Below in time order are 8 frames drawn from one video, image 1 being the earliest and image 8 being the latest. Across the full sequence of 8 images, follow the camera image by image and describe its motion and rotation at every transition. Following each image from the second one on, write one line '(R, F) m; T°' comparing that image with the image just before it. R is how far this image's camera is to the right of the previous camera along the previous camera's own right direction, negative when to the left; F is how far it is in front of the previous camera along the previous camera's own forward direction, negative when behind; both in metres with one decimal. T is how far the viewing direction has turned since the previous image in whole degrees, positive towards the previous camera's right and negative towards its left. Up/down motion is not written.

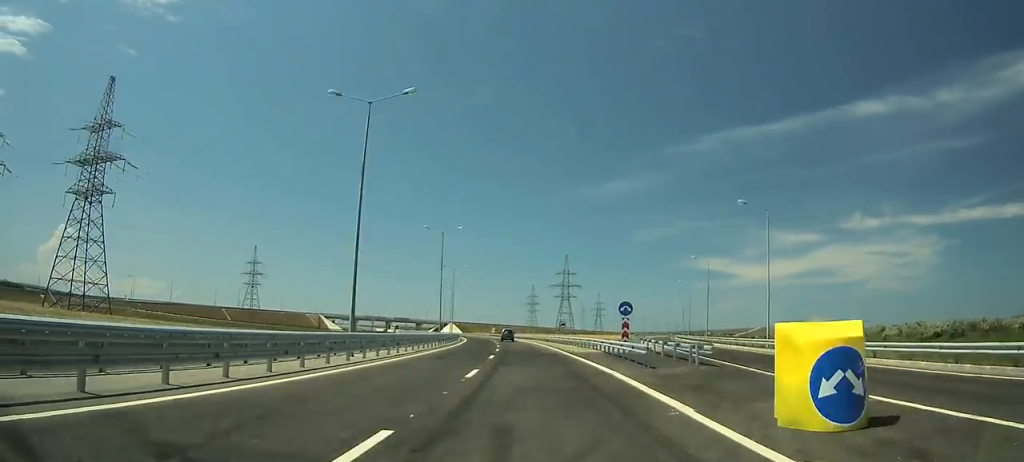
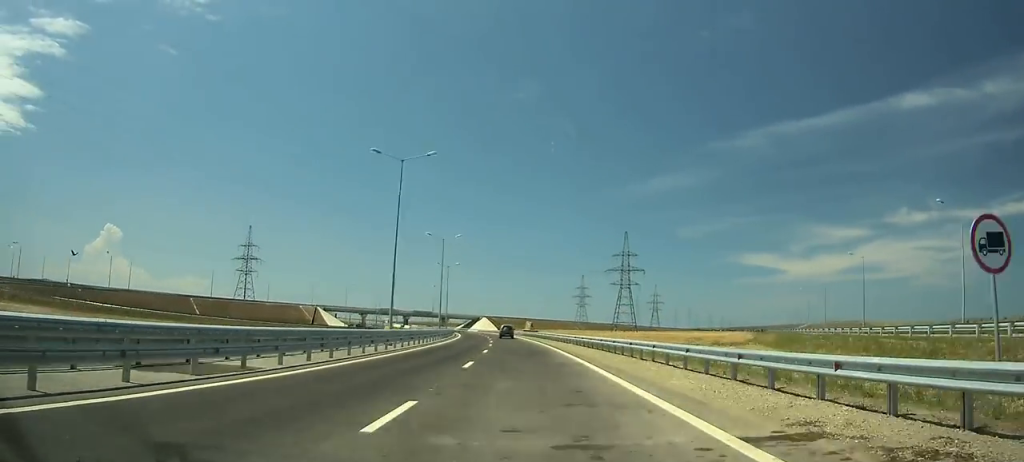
(-2.4, +68.9) m; -4°
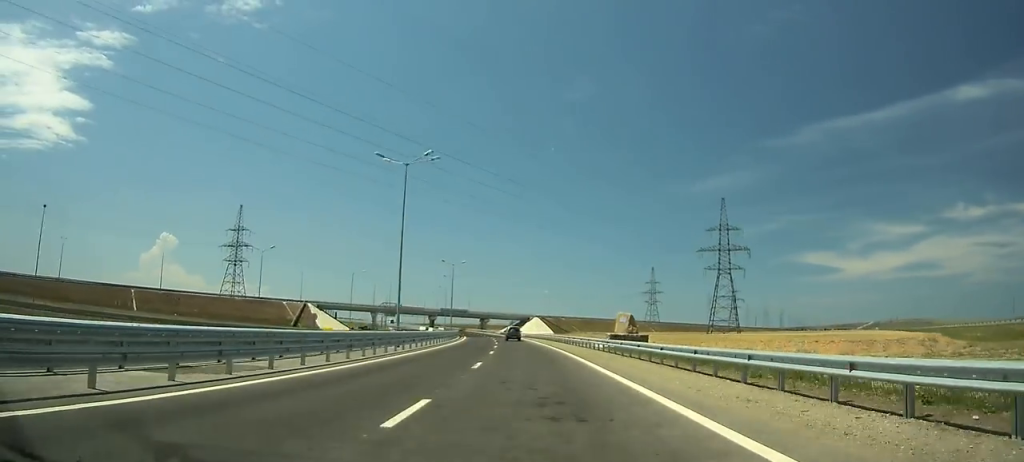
(-3.1, +71.1) m; -5°
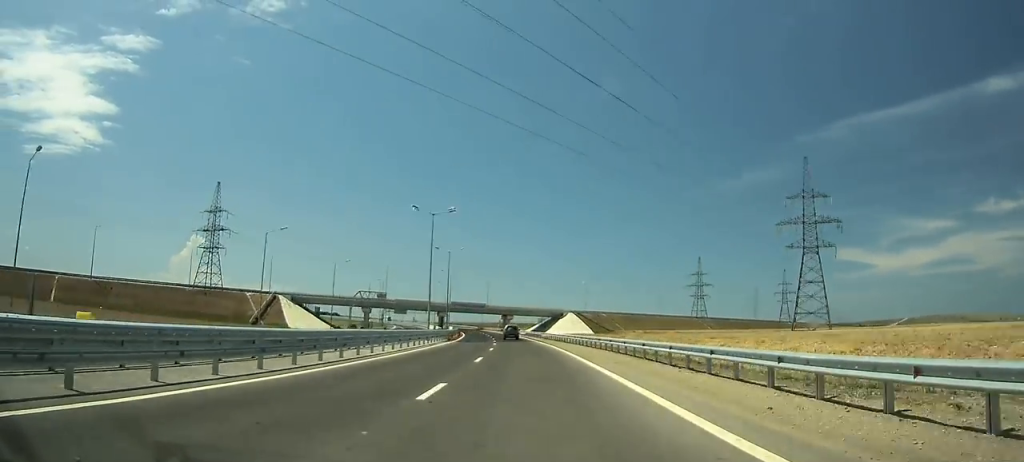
(-1.3, +44.6) m; -3°
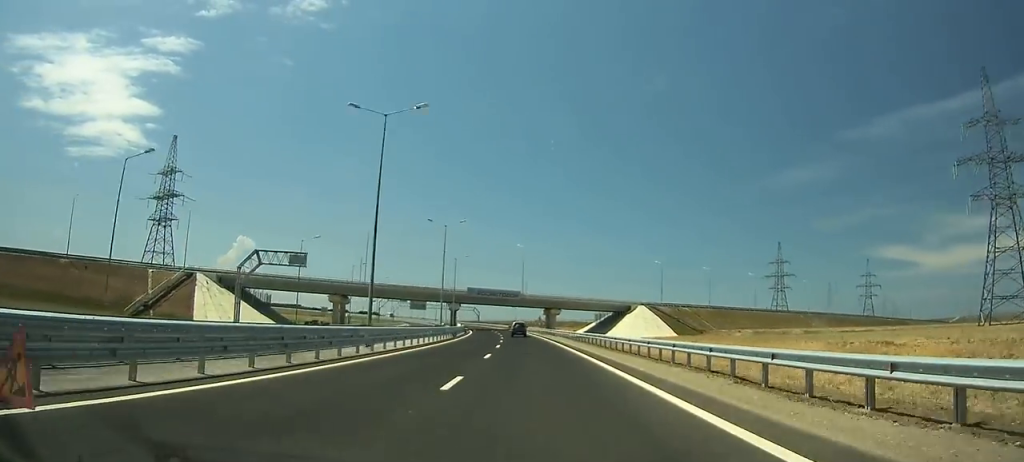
(-2.0, +57.7) m; -4°
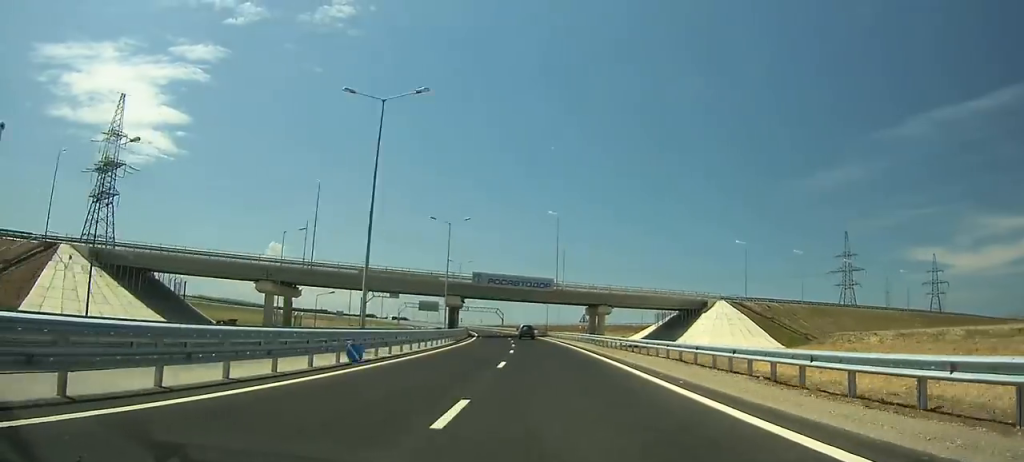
(-1.0, +39.9) m; -3°
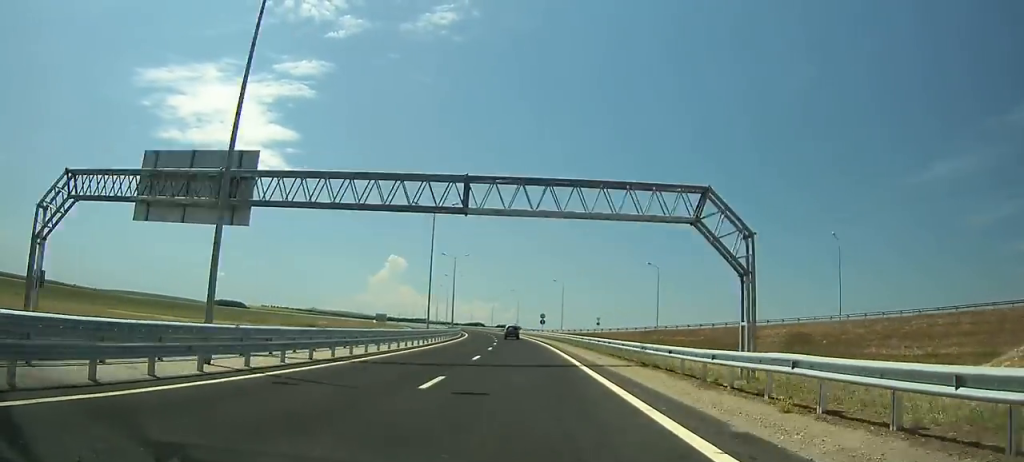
(-17.6, +161.8) m; -13°
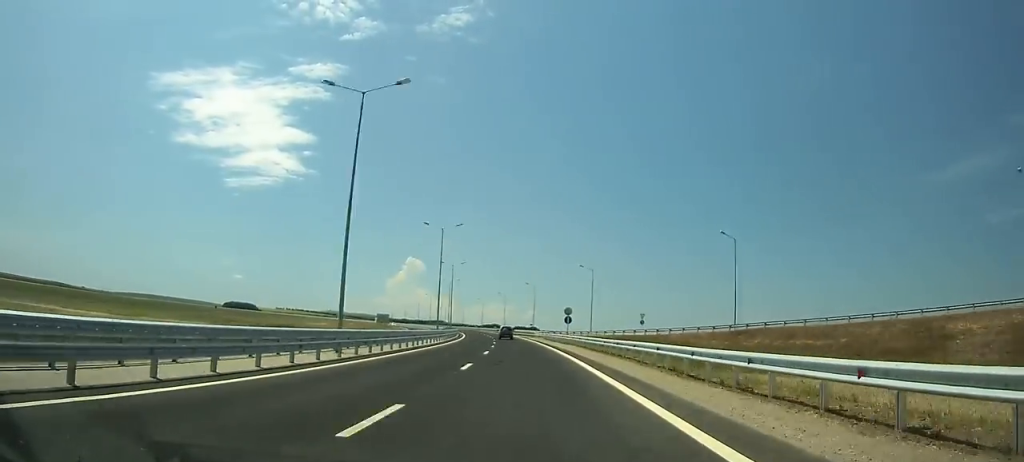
(-0.5, +30.1) m; -2°
